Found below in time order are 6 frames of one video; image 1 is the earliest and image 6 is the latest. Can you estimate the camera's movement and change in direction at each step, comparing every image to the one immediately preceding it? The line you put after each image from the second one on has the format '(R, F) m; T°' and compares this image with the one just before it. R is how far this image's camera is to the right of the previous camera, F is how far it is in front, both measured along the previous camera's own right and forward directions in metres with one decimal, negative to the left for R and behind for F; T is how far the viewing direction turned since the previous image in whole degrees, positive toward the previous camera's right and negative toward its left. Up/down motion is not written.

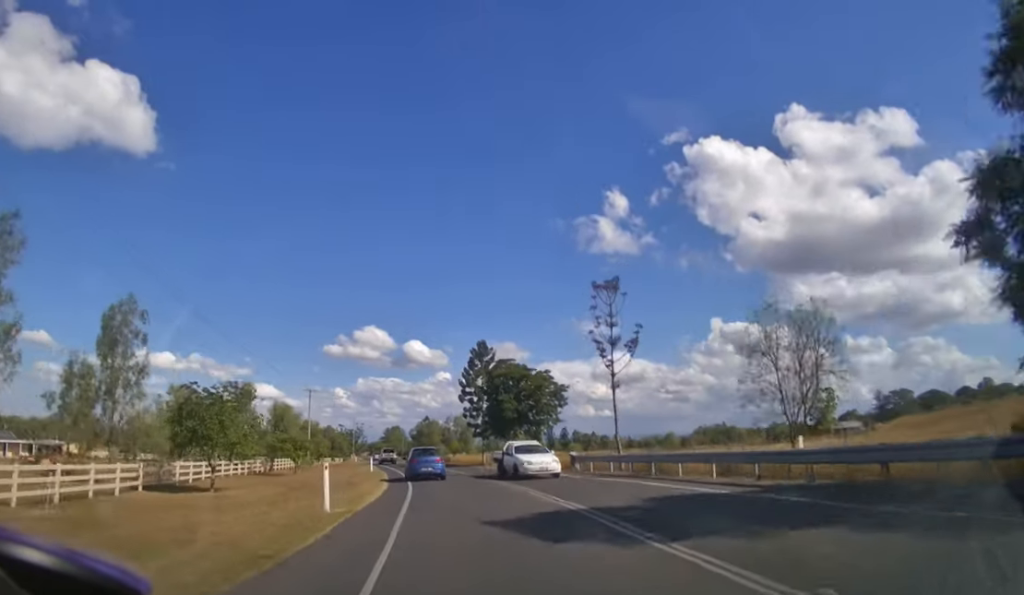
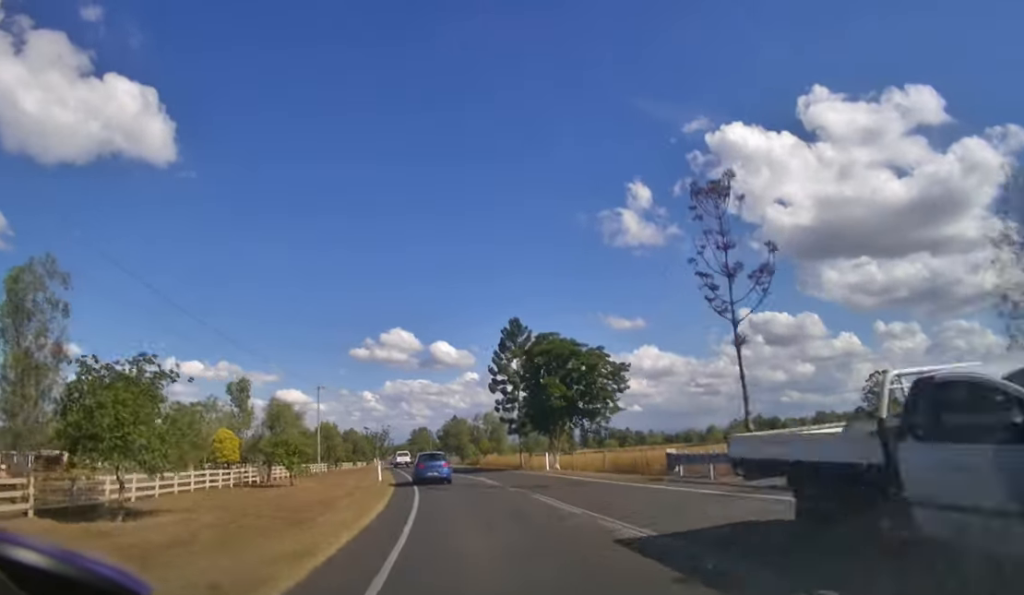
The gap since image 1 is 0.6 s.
(-0.2, +10.0) m; -4°
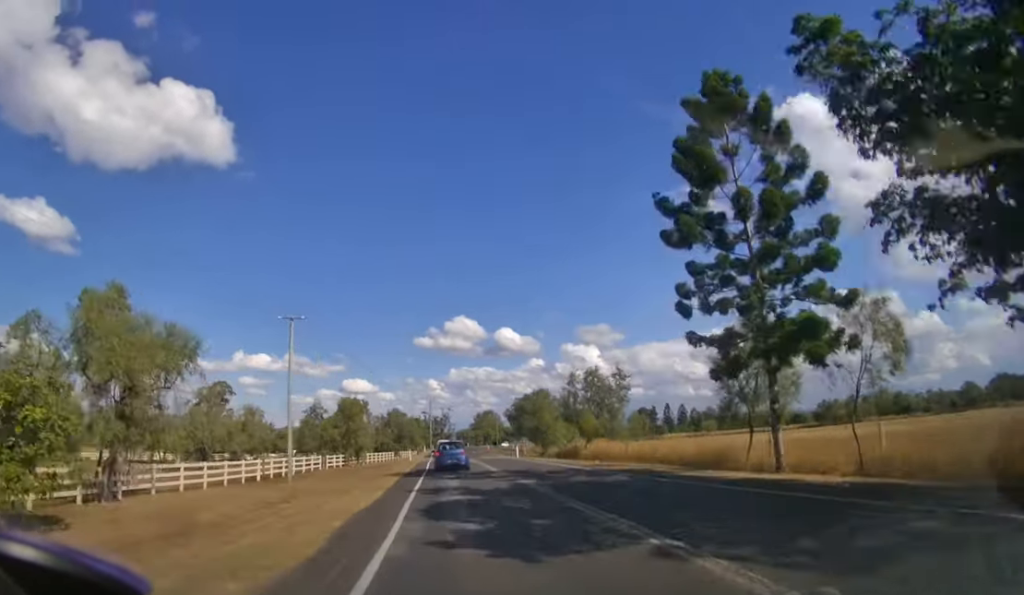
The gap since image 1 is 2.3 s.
(-2.7, +33.5) m; -8°
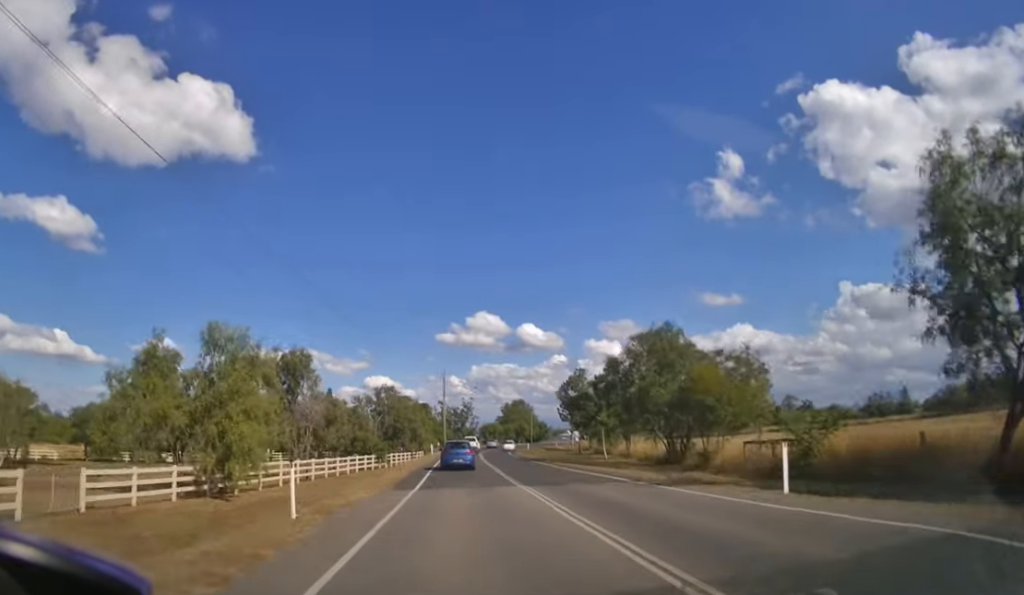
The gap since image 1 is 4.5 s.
(-1.9, +37.4) m; -4°
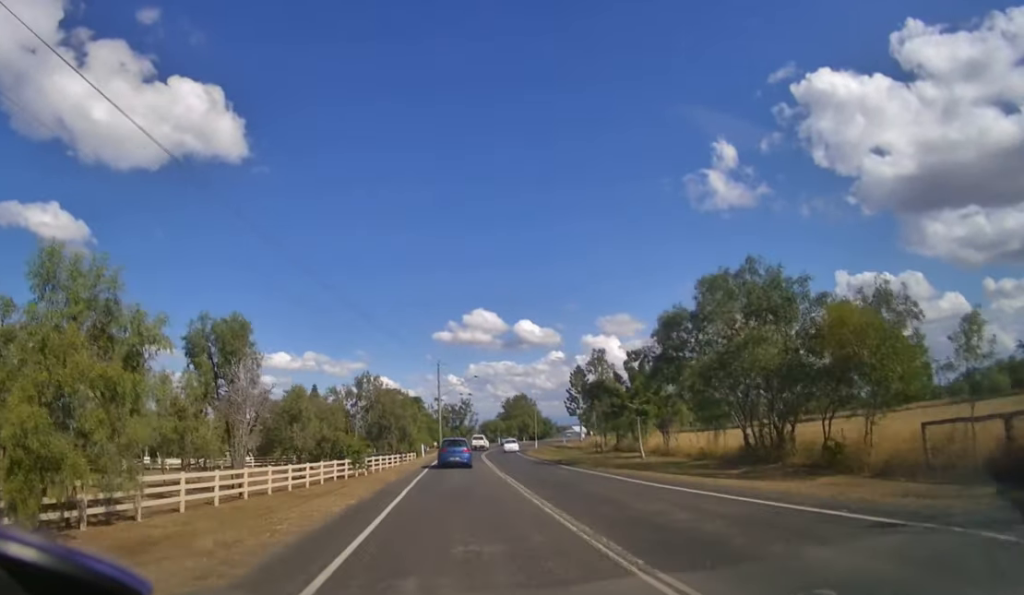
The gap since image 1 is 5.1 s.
(0.0, +9.7) m; 0°
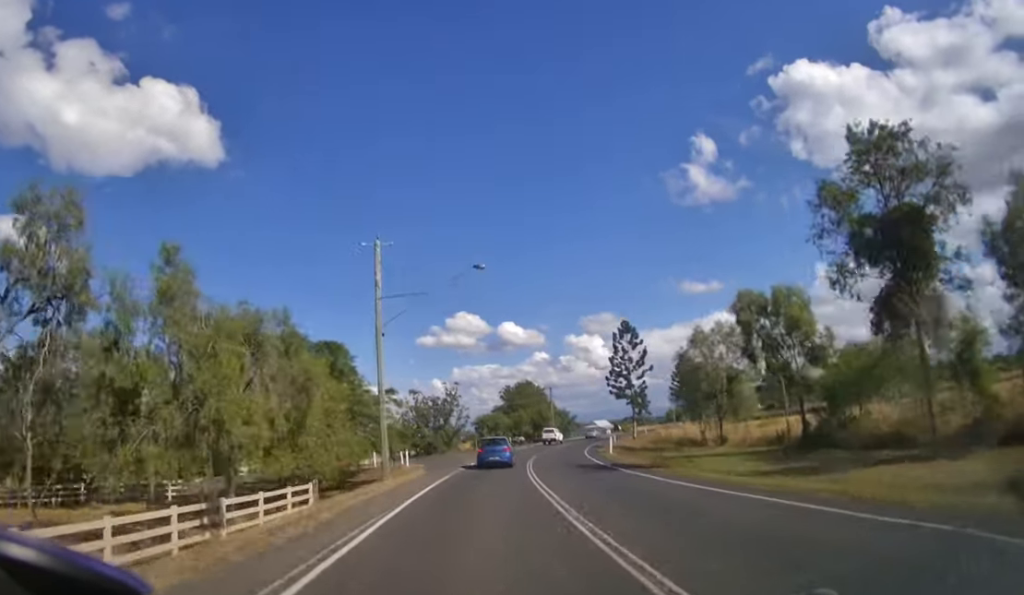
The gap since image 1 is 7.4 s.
(+0.1, +35.1) m; +2°
